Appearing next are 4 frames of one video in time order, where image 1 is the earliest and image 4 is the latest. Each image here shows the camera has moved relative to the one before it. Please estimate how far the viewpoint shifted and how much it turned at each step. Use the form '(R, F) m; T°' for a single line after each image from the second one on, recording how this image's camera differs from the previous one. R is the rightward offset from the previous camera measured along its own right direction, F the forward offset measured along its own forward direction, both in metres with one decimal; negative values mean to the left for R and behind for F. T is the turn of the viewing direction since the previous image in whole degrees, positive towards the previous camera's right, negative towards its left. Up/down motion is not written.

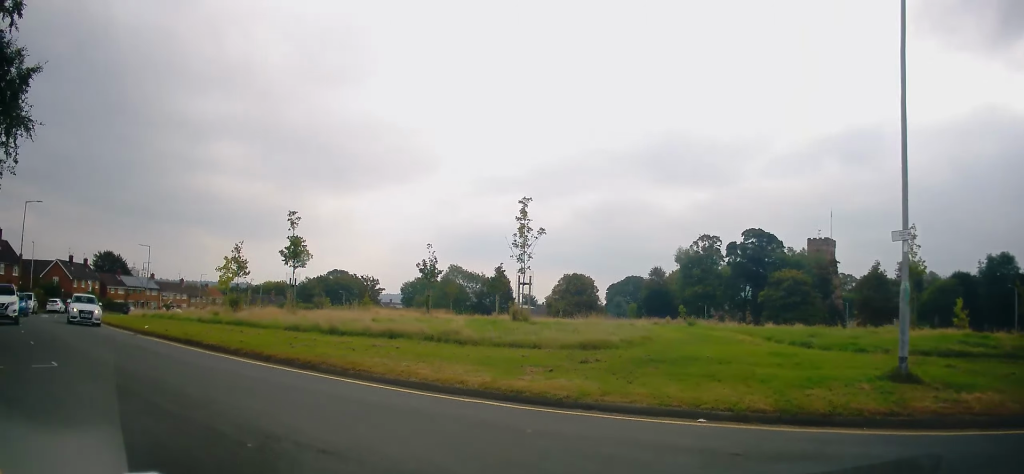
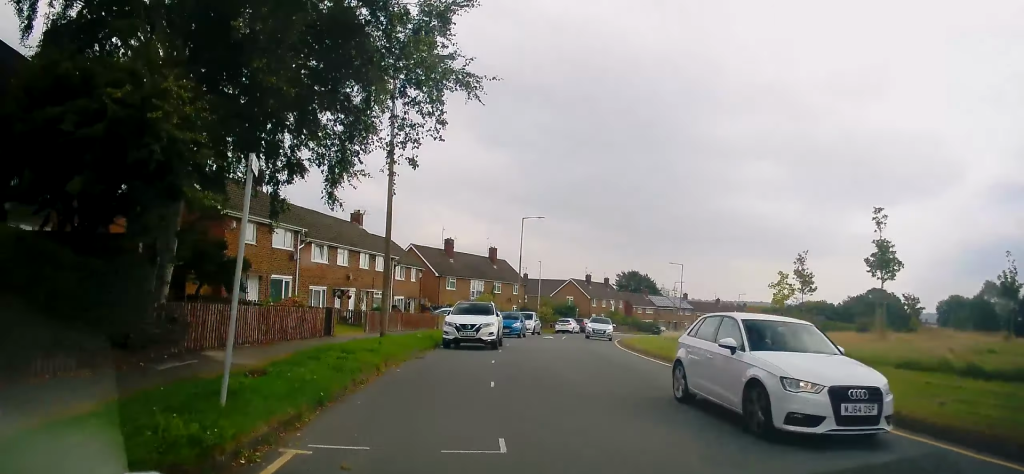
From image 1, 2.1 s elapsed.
(-2.1, +4.4) m; -51°
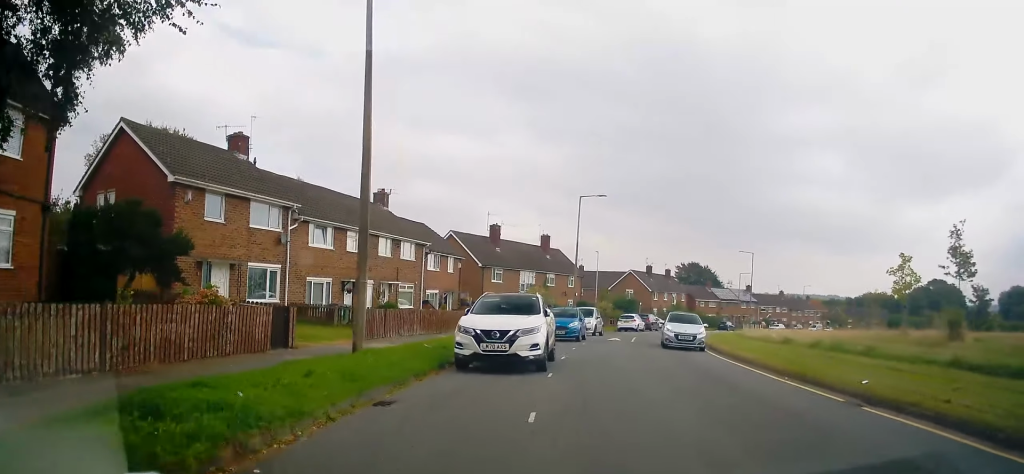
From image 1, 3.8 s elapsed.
(-0.2, +7.1) m; +4°
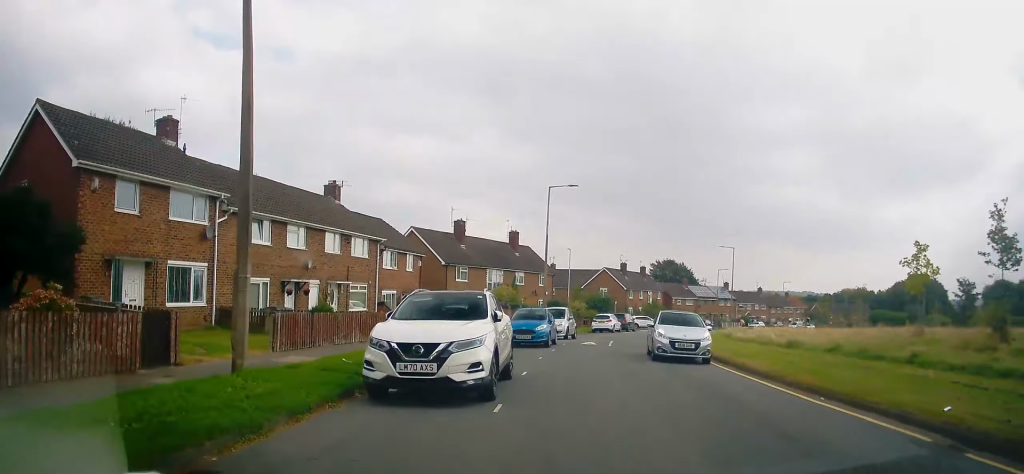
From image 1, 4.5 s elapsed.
(+0.1, +3.4) m; +2°
